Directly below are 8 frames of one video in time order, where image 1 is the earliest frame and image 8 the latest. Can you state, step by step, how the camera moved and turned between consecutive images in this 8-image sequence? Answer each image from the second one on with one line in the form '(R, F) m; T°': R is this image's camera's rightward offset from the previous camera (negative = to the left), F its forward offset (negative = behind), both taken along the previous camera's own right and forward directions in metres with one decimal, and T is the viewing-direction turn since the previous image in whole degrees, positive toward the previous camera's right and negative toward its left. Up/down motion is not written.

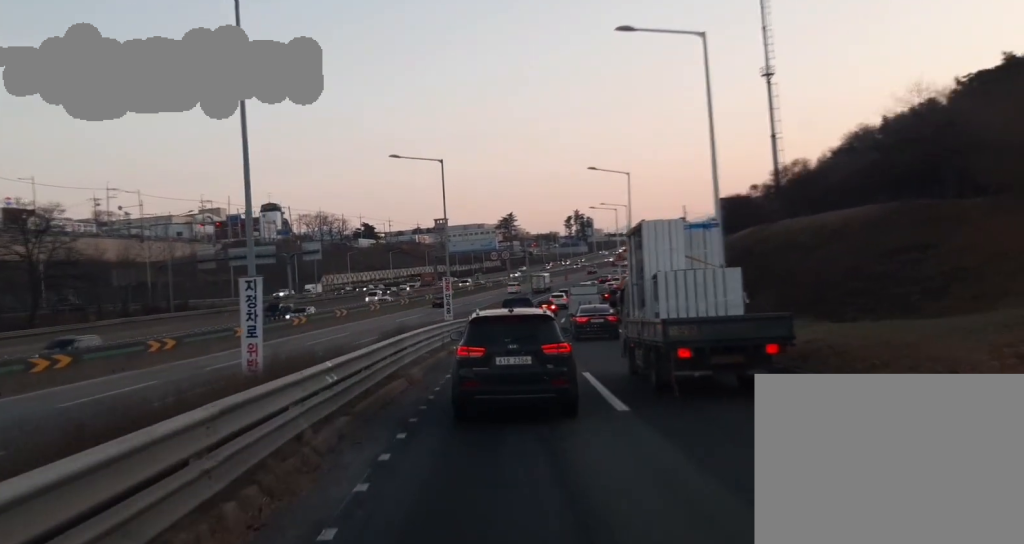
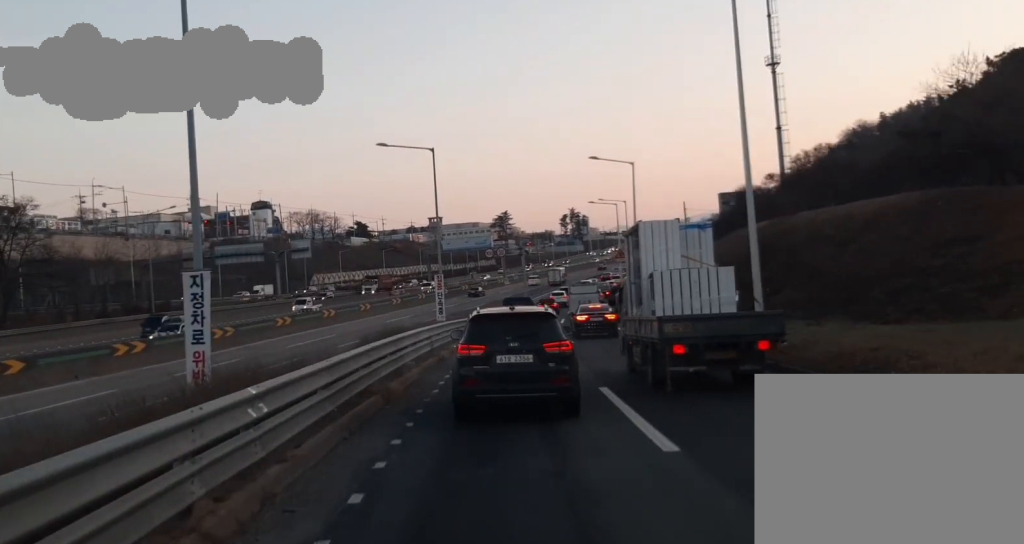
(0.0, +3.7) m; +2°
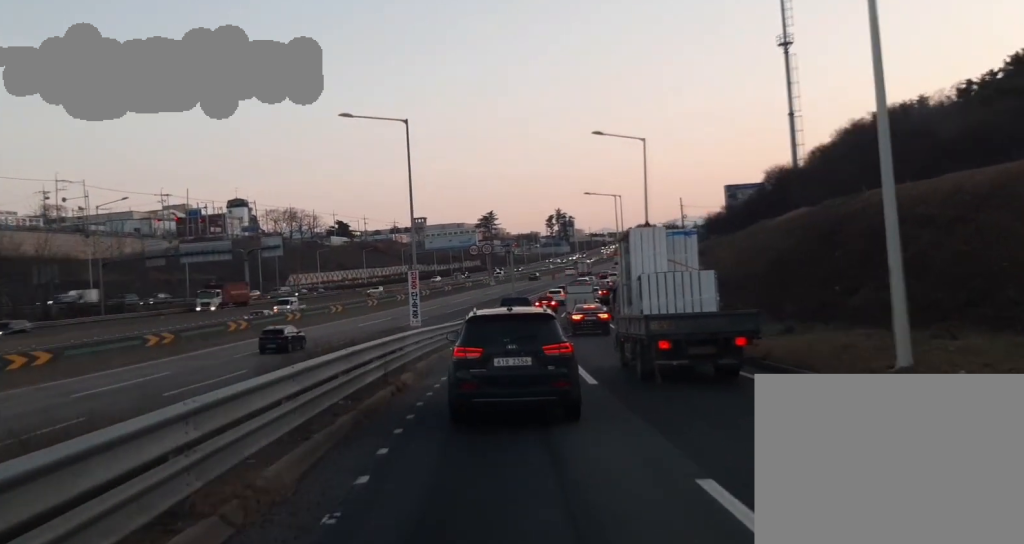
(+0.3, +9.4) m; +3°
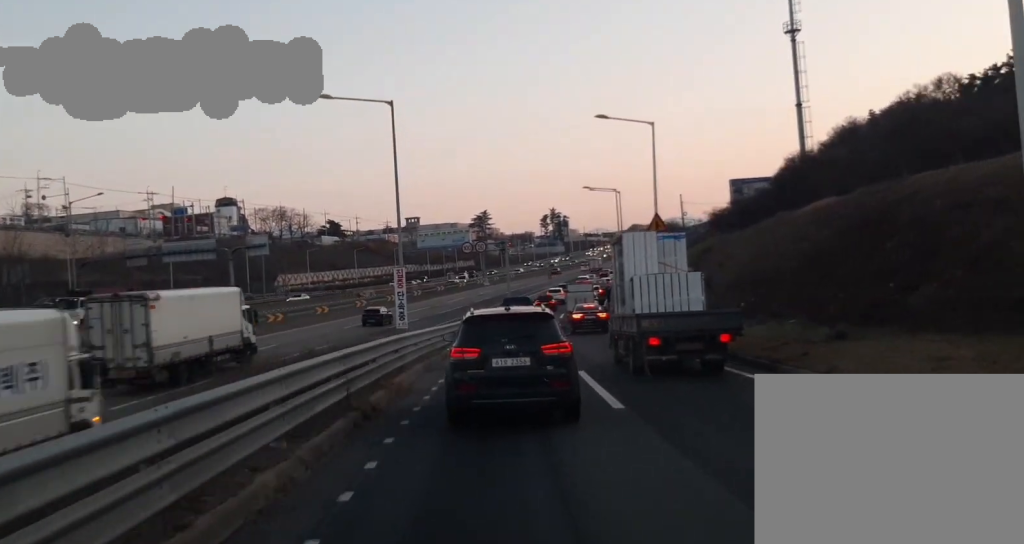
(+0.2, +4.9) m; 0°
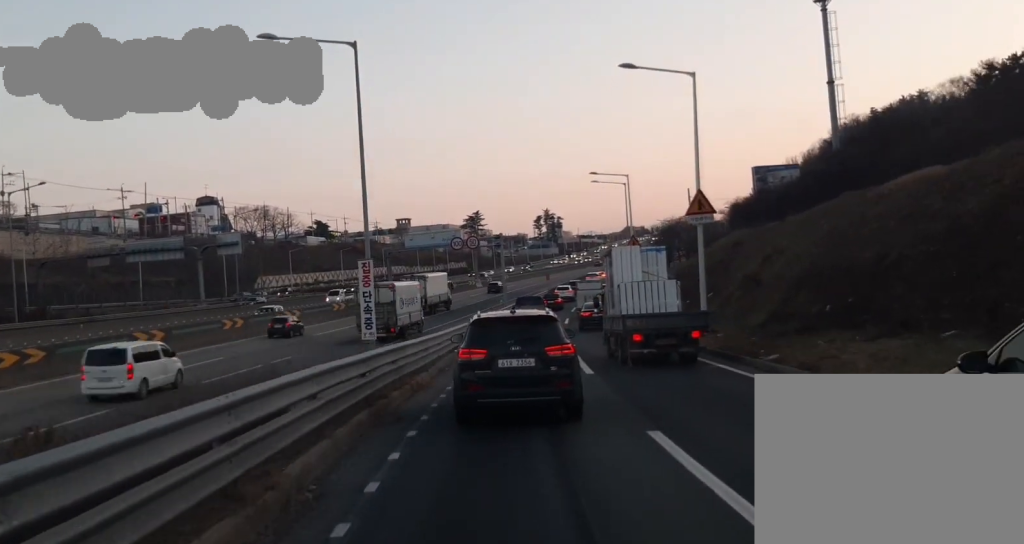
(-0.5, +11.7) m; -4°
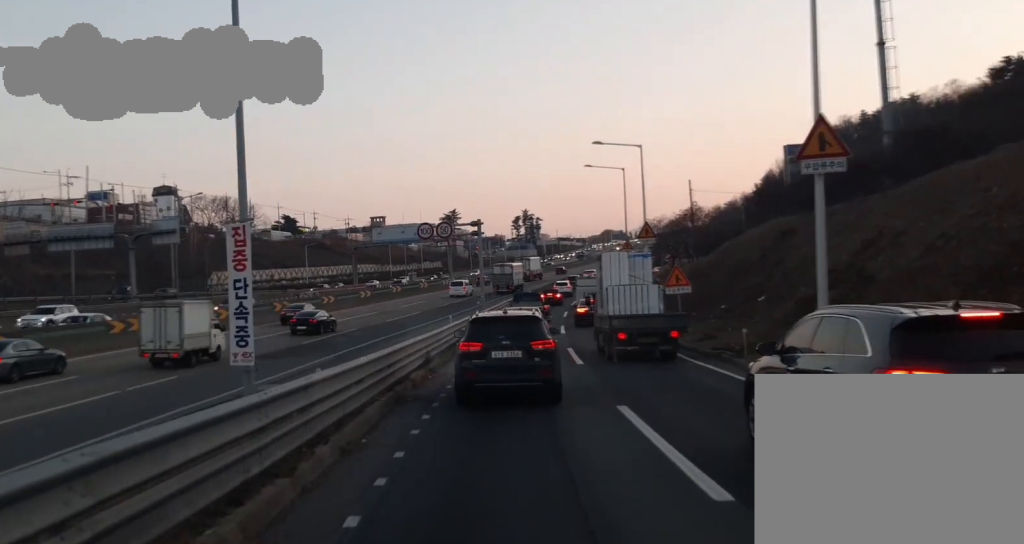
(-0.3, +15.0) m; -2°
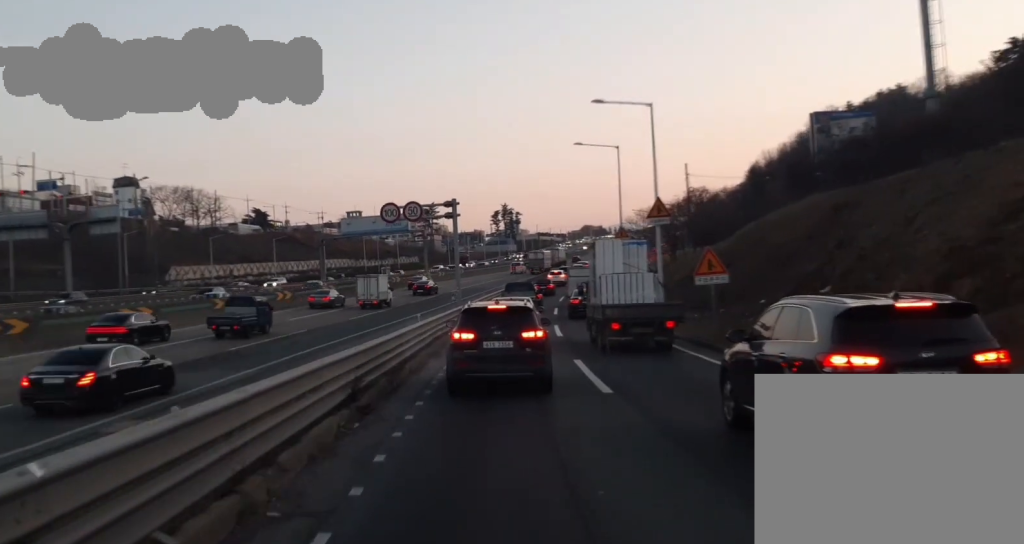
(-0.2, +9.2) m; +1°
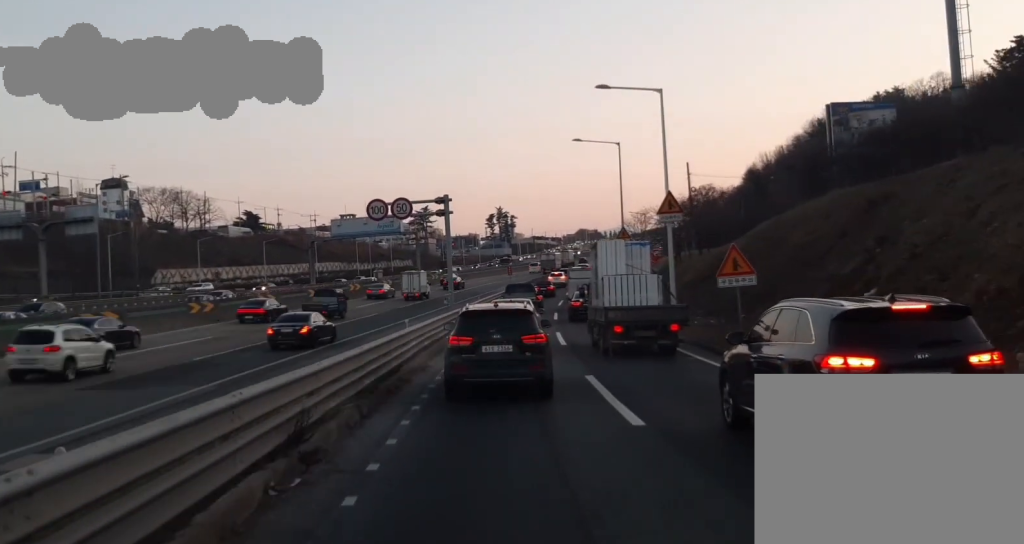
(+0.1, +3.6) m; +1°
